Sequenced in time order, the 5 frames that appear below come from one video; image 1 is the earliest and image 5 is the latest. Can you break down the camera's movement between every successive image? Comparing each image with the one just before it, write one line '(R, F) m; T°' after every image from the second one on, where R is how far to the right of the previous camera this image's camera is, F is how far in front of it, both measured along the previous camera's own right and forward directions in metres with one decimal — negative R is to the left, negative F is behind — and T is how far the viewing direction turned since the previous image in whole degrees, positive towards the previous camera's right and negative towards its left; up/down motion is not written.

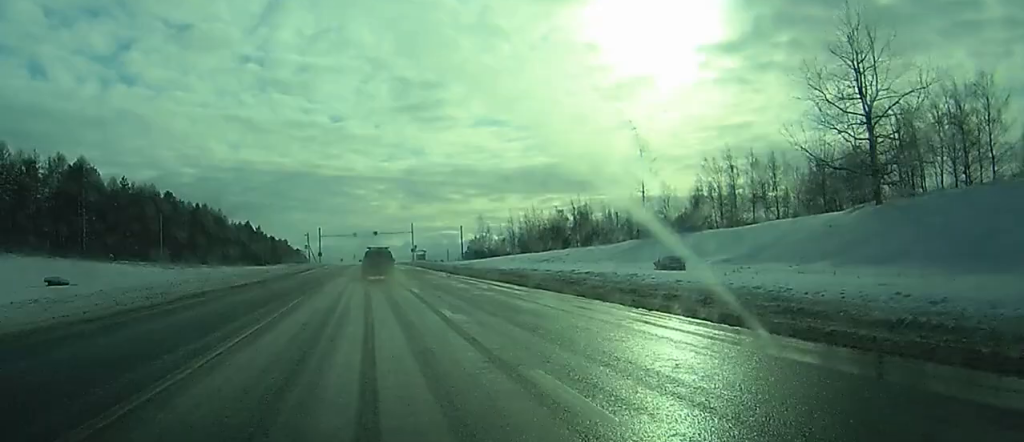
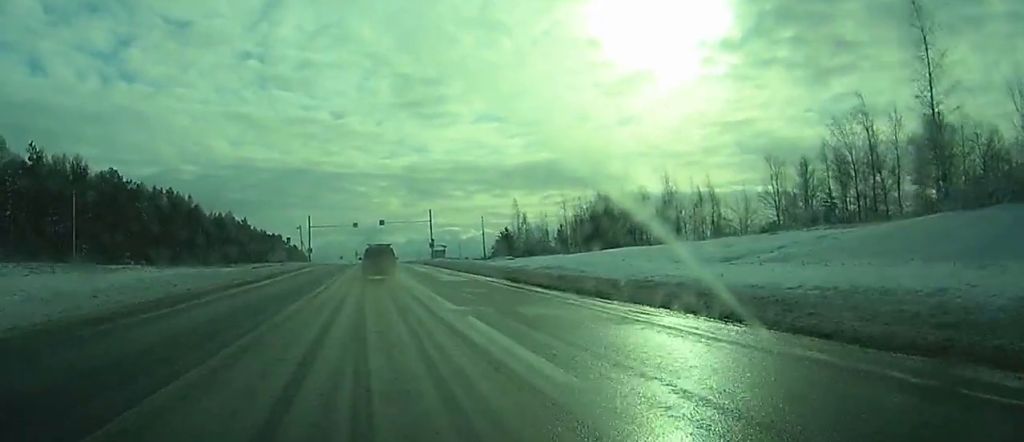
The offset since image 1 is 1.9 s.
(+0.2, +47.0) m; 0°
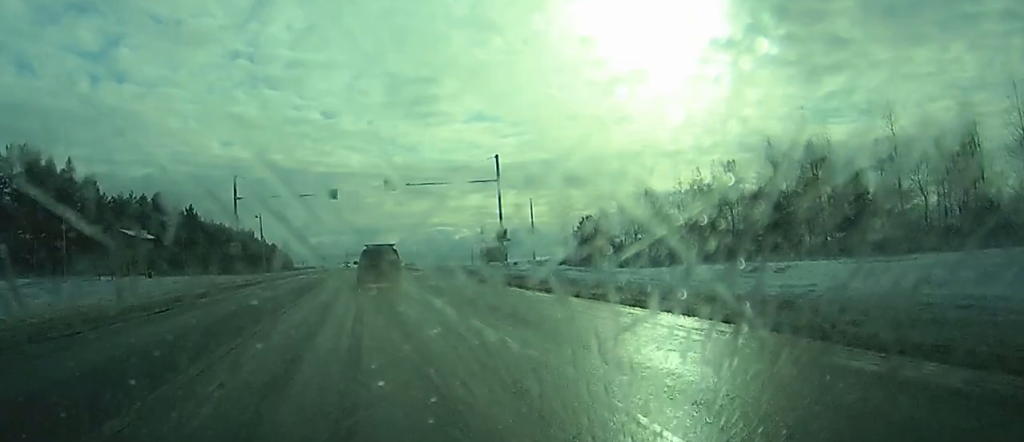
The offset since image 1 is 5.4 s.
(+0.1, +81.9) m; 0°
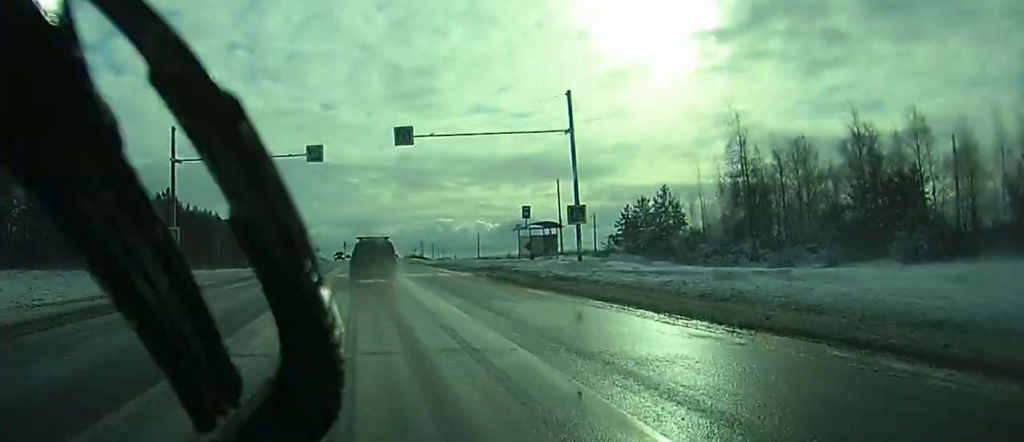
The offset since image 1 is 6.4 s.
(-0.1, +24.3) m; 0°
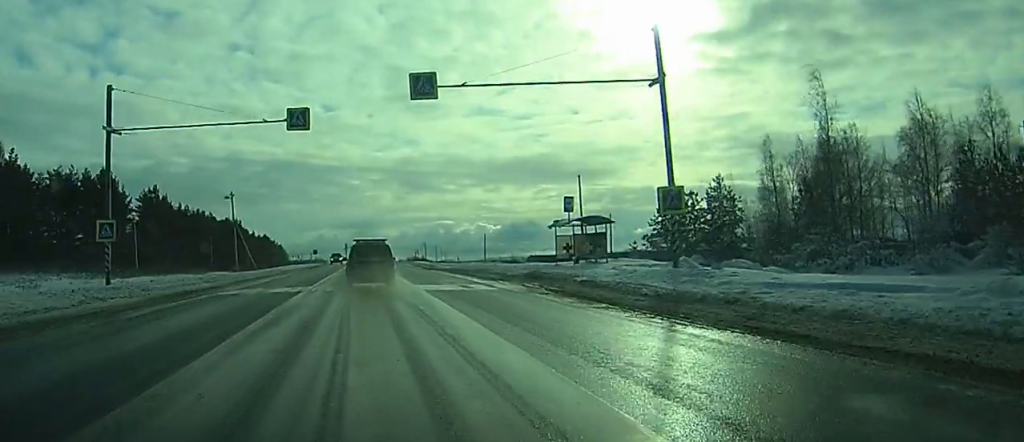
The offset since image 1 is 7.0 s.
(0.0, +13.5) m; 0°
